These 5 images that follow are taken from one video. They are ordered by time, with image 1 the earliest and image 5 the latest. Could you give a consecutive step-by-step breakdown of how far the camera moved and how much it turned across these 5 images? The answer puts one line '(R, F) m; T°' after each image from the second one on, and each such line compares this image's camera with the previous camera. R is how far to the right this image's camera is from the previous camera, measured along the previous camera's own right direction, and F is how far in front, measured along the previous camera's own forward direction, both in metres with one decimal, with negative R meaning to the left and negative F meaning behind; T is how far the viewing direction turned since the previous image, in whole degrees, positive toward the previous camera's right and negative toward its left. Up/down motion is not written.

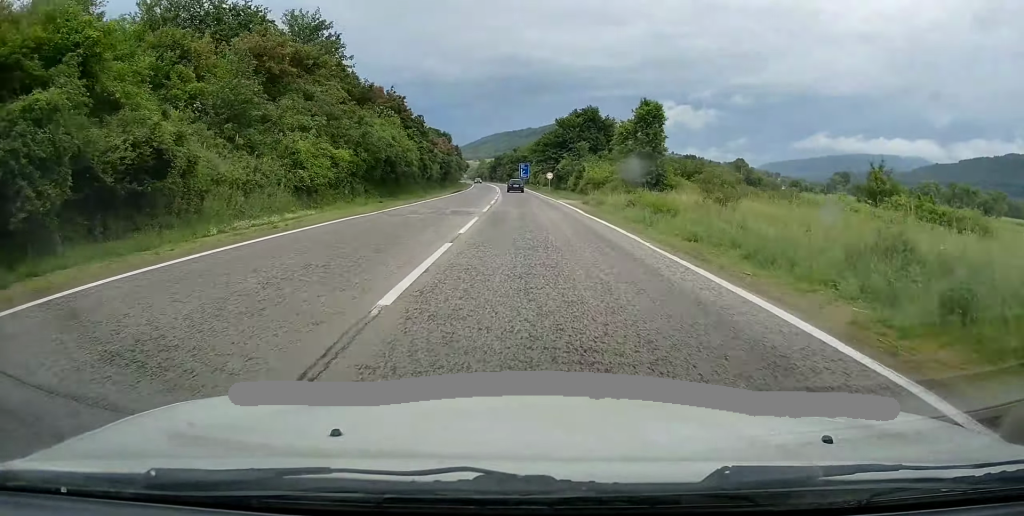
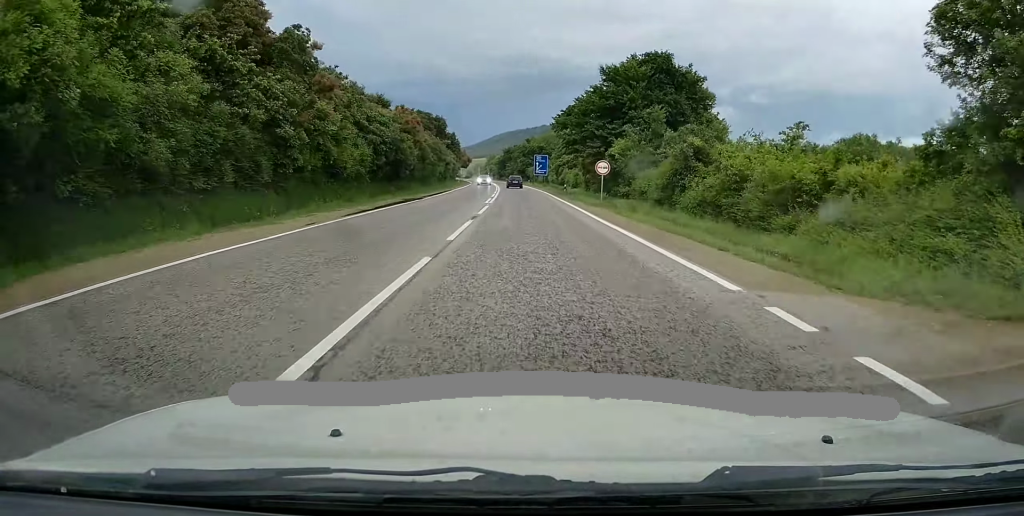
(-0.6, +38.2) m; -2°
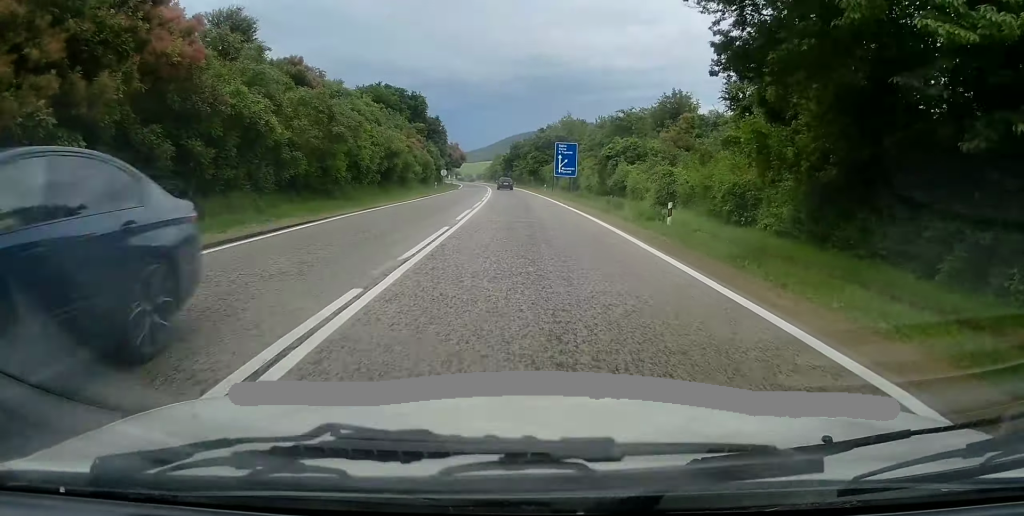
(-0.8, +38.2) m; -1°
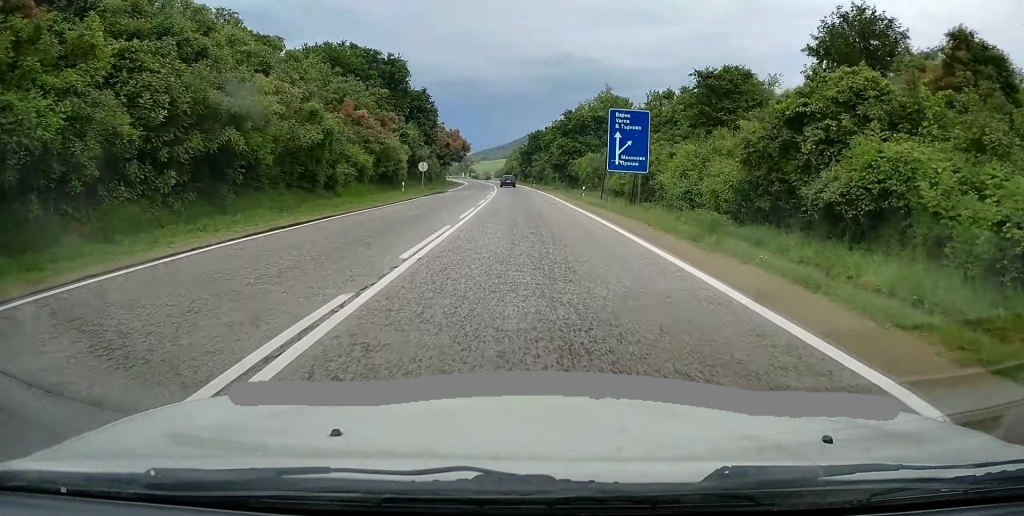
(+0.2, +27.0) m; -1°
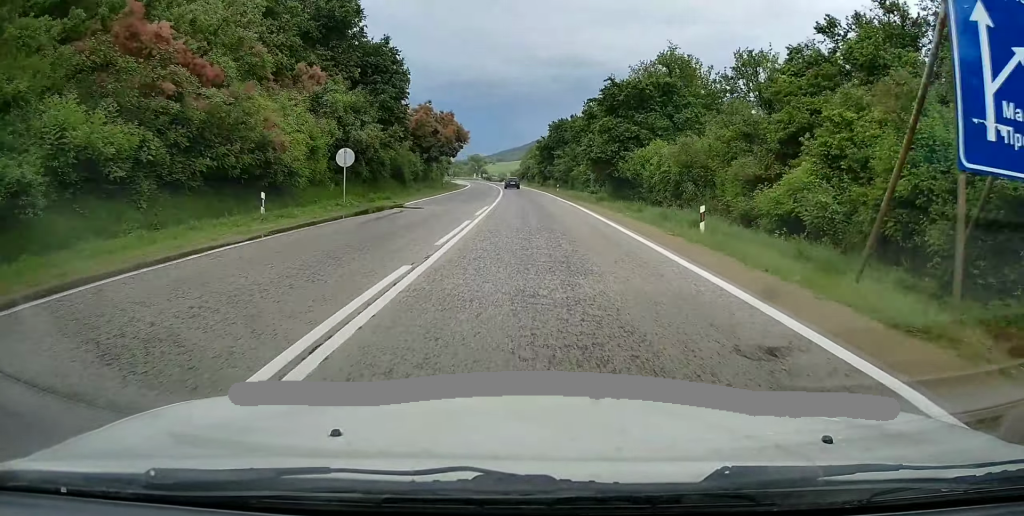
(-0.9, +24.8) m; -2°
